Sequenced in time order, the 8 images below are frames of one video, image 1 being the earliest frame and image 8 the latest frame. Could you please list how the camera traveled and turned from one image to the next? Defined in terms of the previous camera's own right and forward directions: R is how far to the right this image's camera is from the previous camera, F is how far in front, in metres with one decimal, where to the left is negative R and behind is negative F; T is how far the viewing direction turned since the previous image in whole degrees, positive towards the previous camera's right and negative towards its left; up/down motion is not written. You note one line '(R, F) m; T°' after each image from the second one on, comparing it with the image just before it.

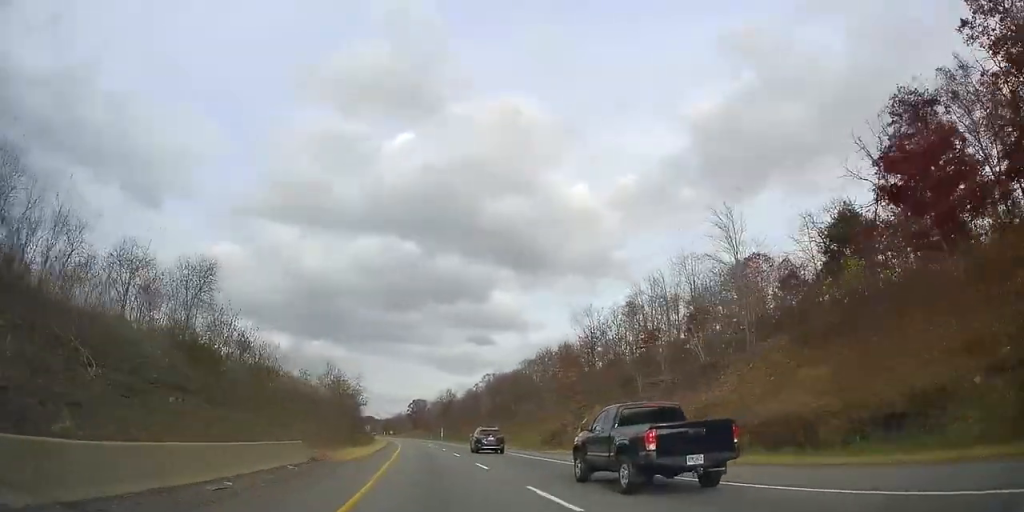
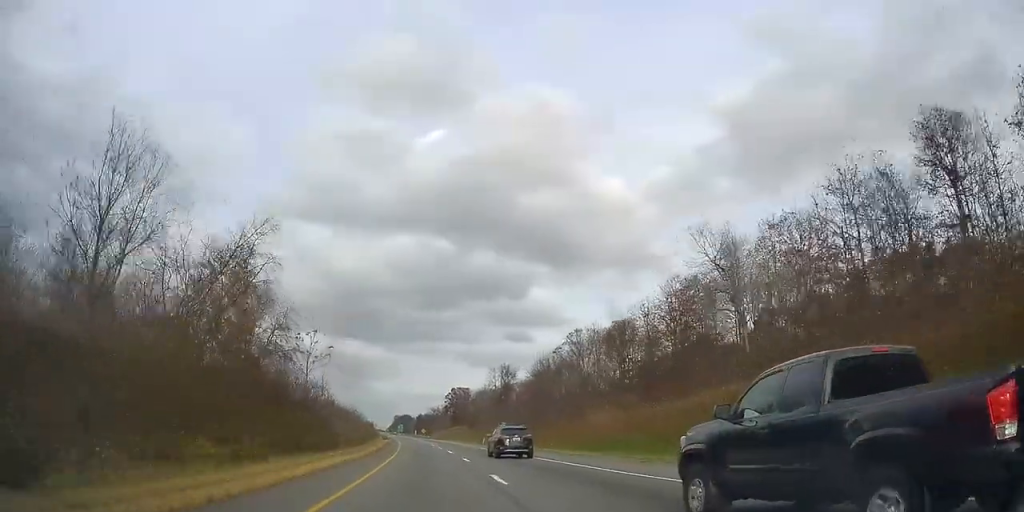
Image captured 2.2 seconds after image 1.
(-1.7, +66.5) m; -3°
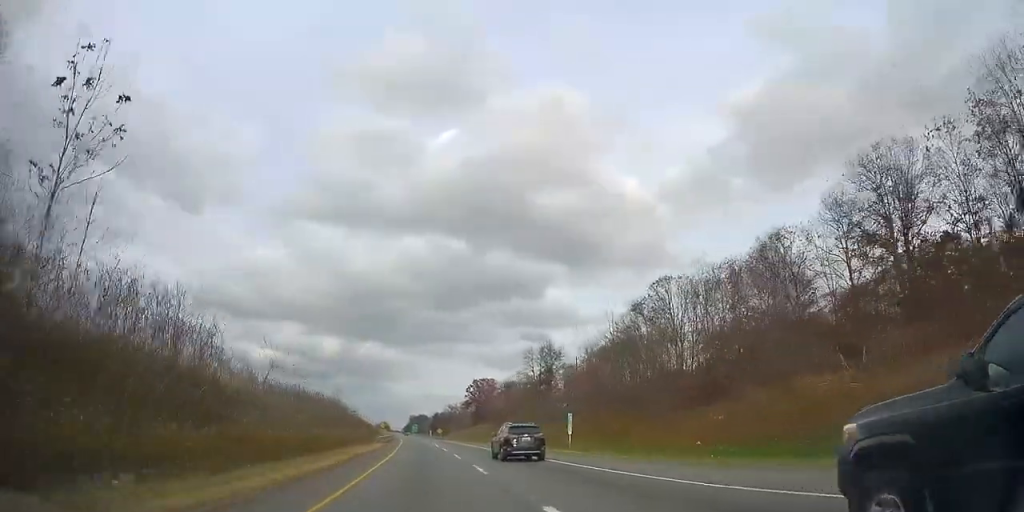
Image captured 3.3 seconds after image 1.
(-0.4, +32.6) m; -1°
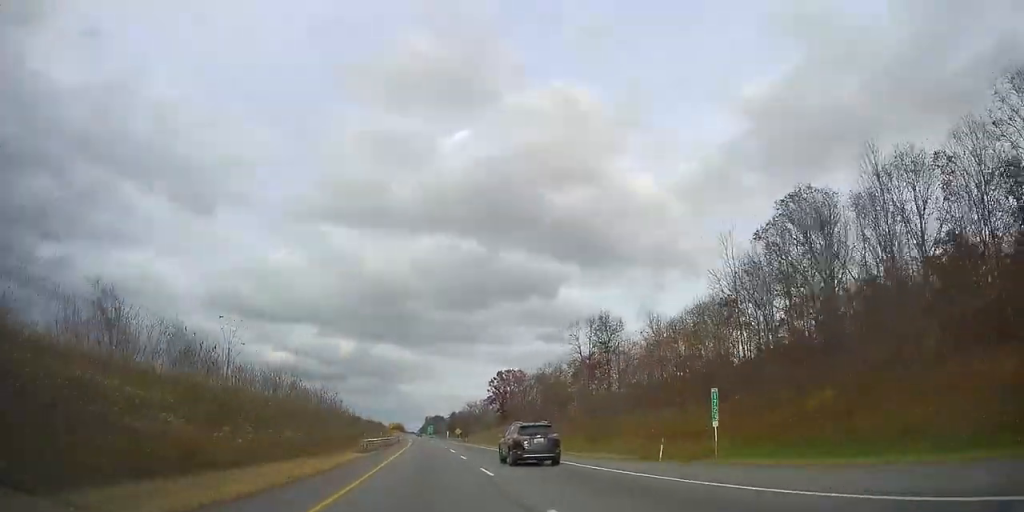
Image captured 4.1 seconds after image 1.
(-0.3, +25.1) m; -2°
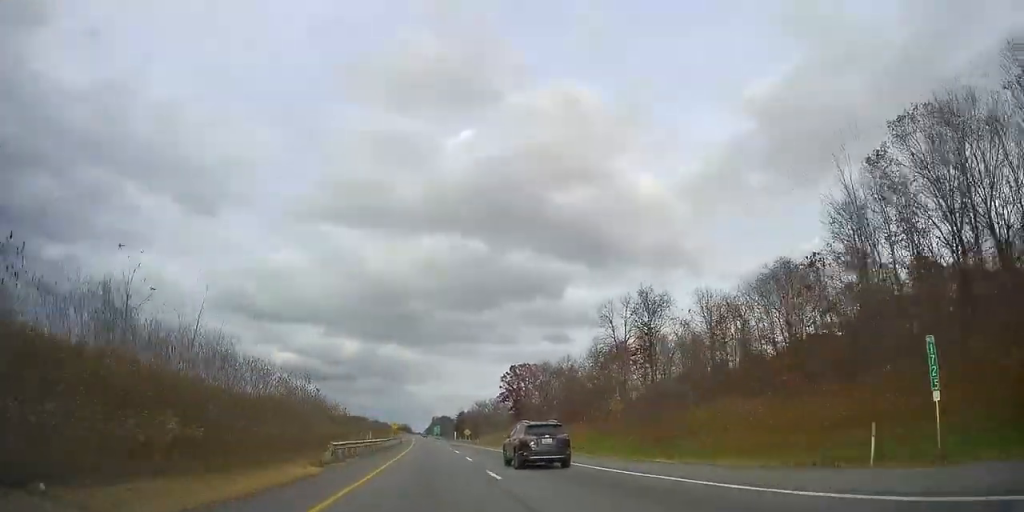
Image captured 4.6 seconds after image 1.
(-0.1, +13.5) m; -1°
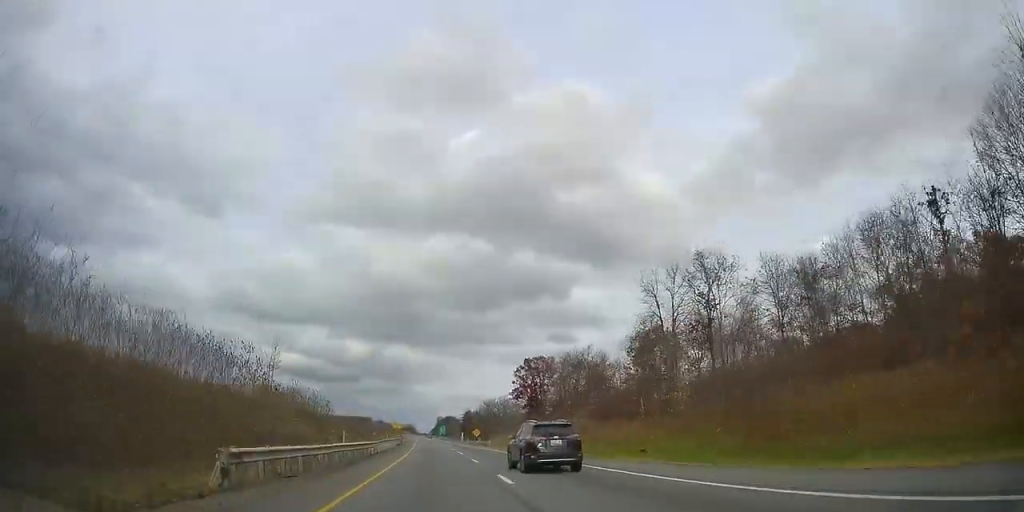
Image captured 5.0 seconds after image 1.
(-0.2, +13.5) m; -1°
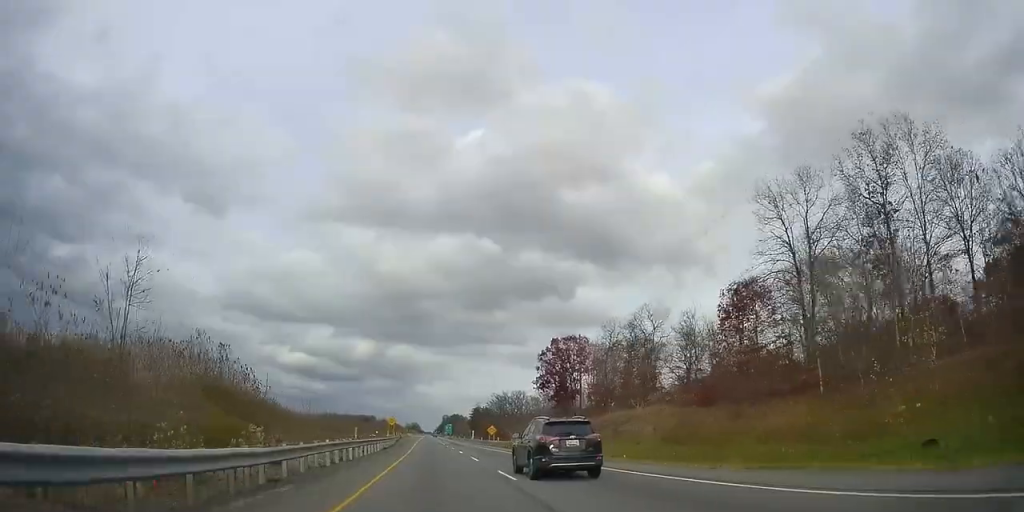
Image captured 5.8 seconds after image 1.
(-0.3, +23.1) m; -1°
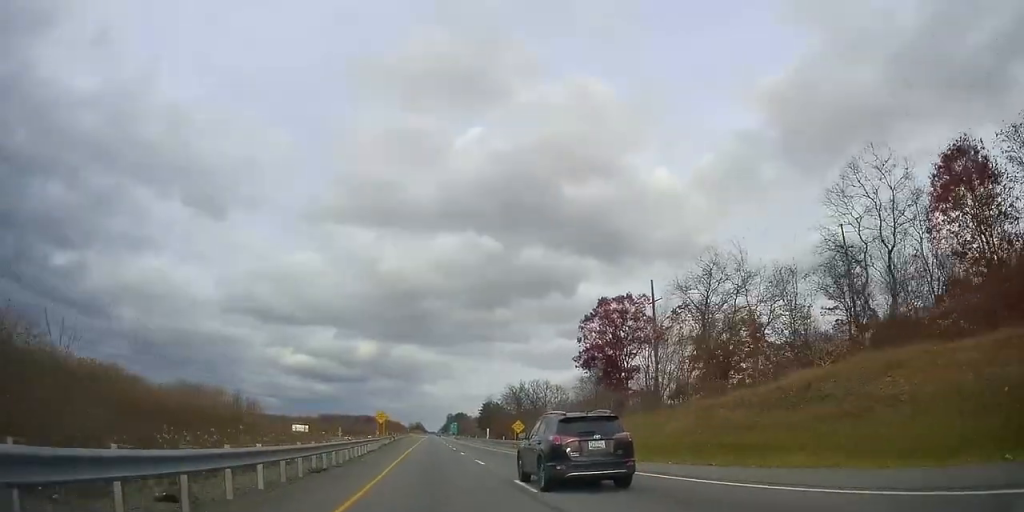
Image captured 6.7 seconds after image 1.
(-0.1, +27.5) m; 0°
